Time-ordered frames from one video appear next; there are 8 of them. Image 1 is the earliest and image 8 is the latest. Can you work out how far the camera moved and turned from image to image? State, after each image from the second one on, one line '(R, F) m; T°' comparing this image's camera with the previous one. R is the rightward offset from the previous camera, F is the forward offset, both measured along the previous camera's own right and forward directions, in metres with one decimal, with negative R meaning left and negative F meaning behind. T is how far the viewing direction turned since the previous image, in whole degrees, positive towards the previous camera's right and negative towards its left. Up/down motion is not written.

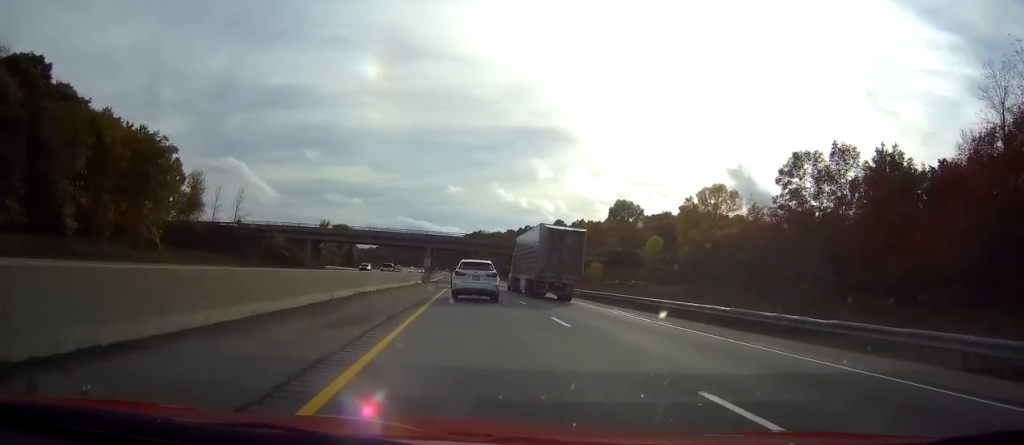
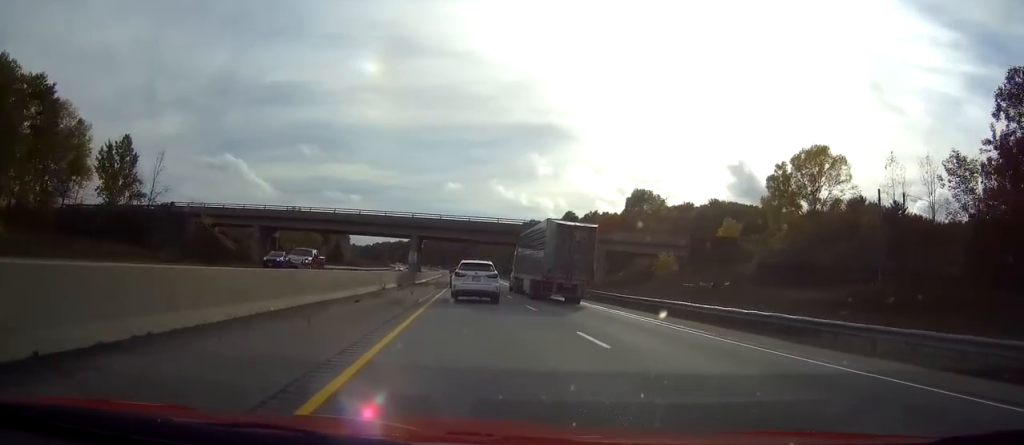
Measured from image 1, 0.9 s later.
(0.0, +28.3) m; 0°
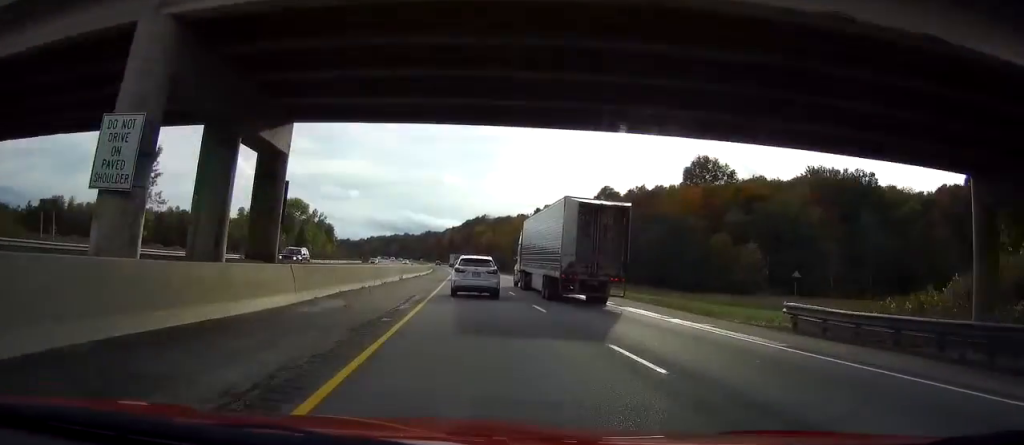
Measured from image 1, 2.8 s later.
(0.0, +63.4) m; 0°
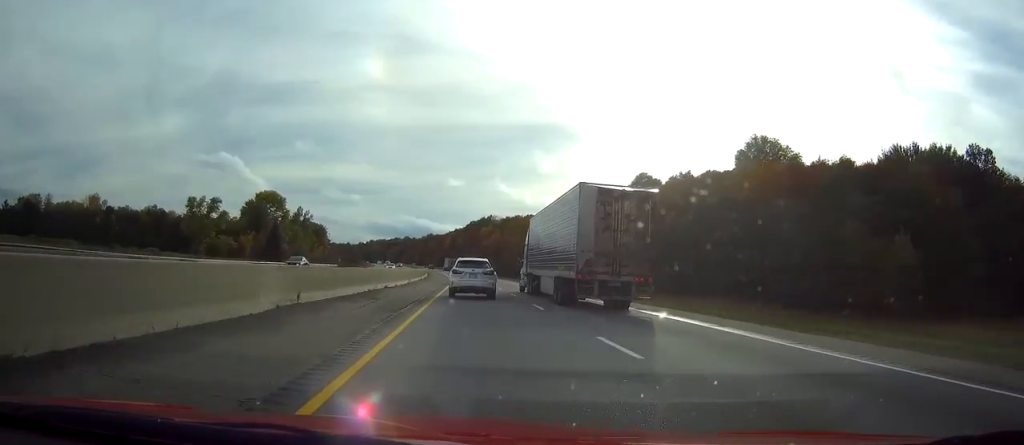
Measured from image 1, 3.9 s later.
(-0.2, +34.9) m; -1°
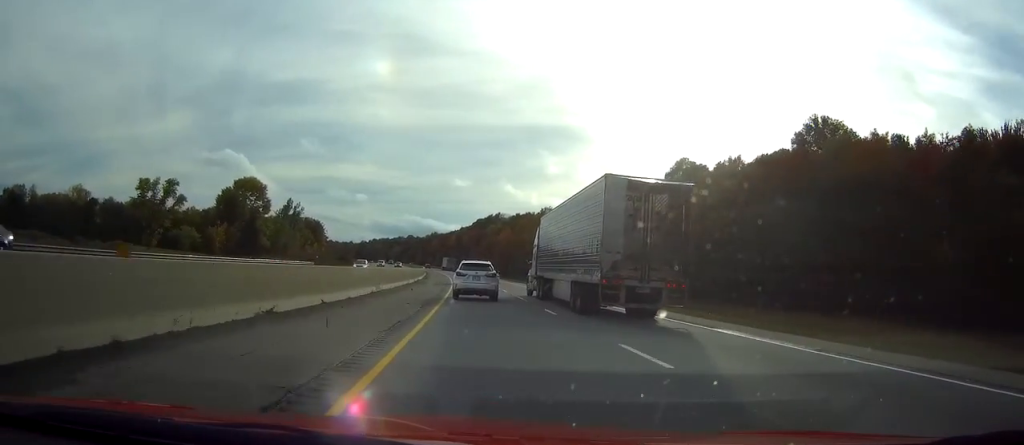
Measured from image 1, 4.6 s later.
(-0.1, +25.0) m; 0°
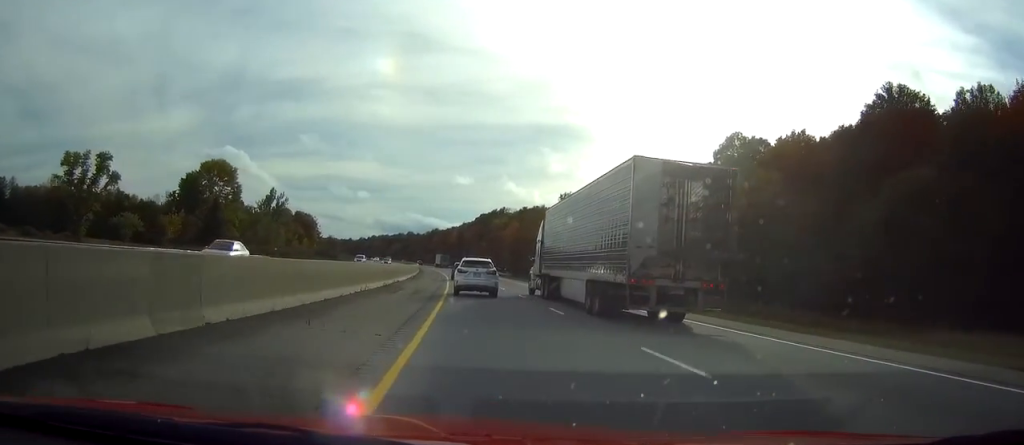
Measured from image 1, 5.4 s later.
(0.0, +25.0) m; 0°
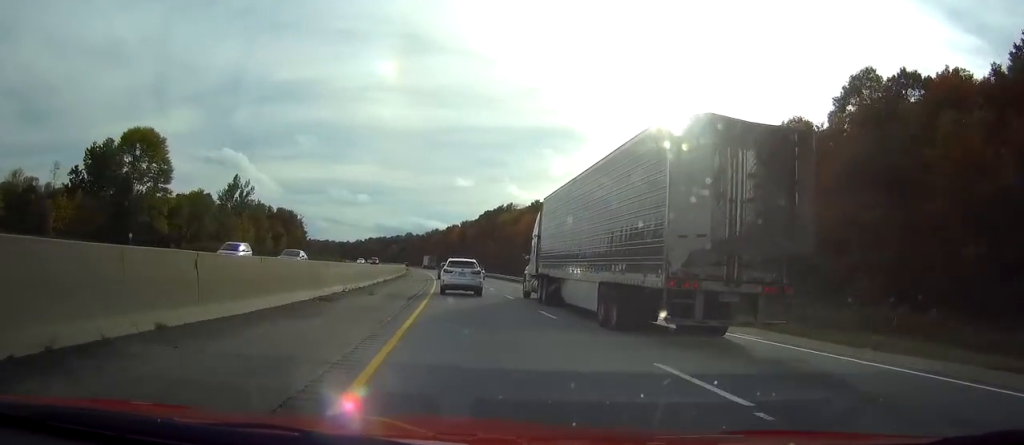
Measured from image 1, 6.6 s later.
(-0.1, +38.0) m; -1°
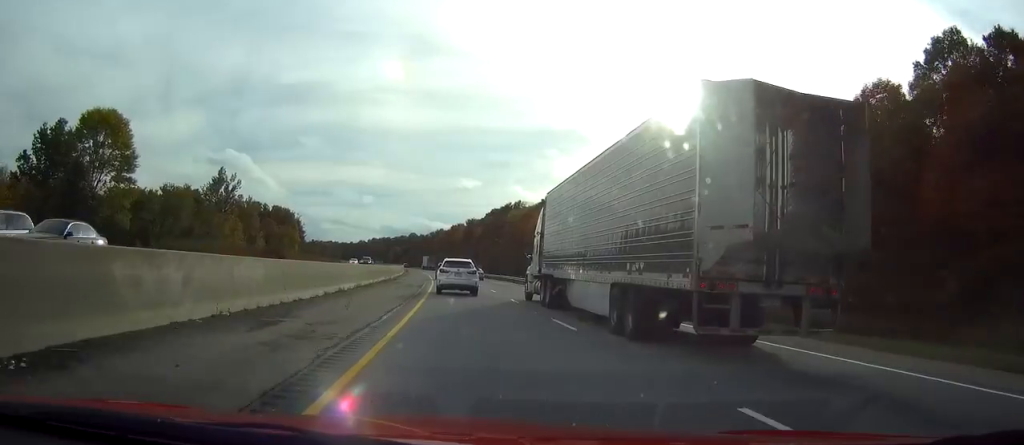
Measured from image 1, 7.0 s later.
(0.0, +15.2) m; -1°
